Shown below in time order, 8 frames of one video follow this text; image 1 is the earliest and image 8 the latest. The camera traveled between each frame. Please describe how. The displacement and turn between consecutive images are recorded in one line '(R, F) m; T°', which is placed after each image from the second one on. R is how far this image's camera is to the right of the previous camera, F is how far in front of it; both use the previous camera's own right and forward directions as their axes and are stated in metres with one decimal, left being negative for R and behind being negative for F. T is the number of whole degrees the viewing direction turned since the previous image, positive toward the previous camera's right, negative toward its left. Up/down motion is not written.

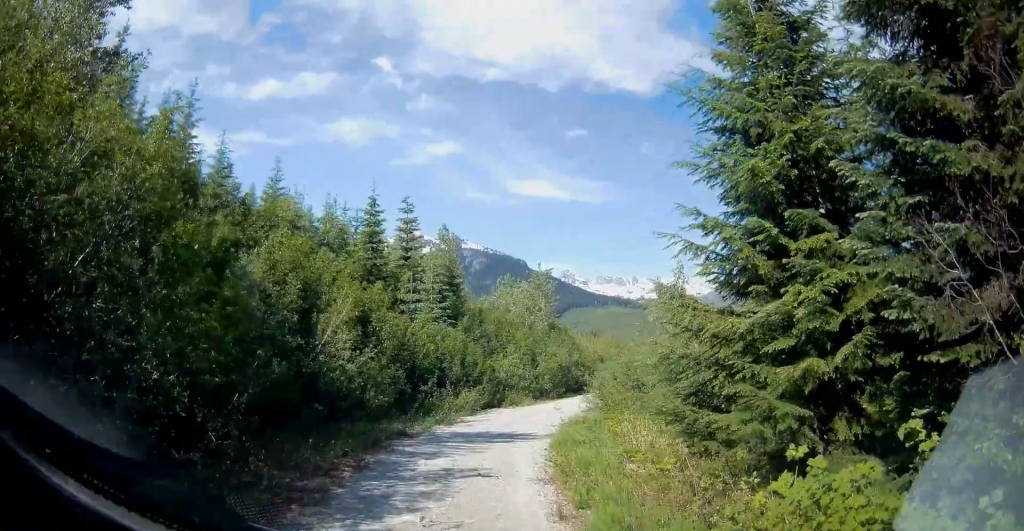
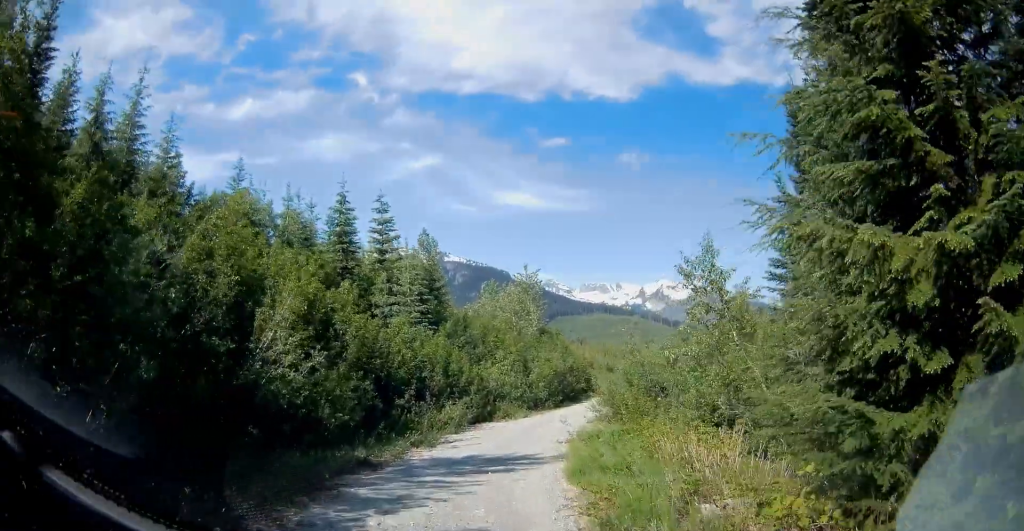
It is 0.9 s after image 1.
(0.0, +3.5) m; +4°
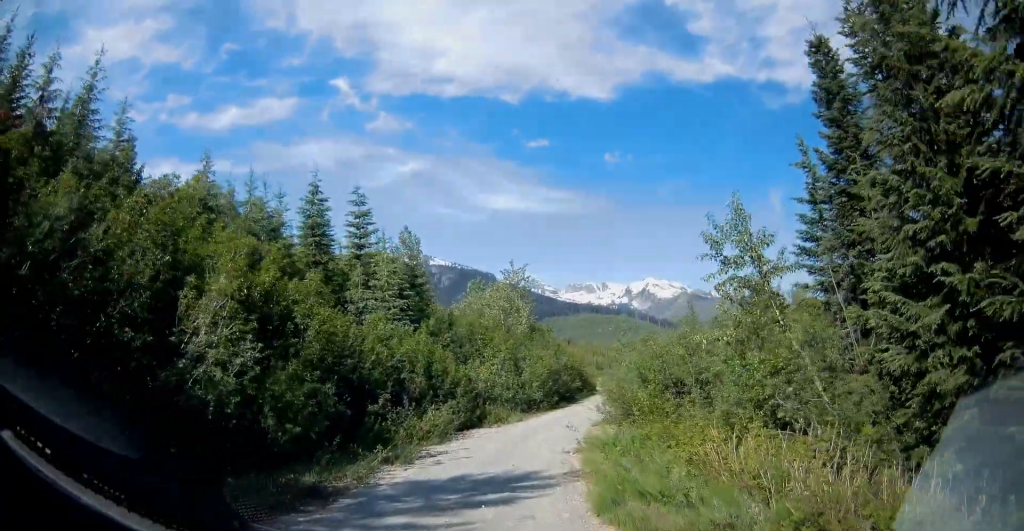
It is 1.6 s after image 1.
(+0.5, +2.6) m; -1°
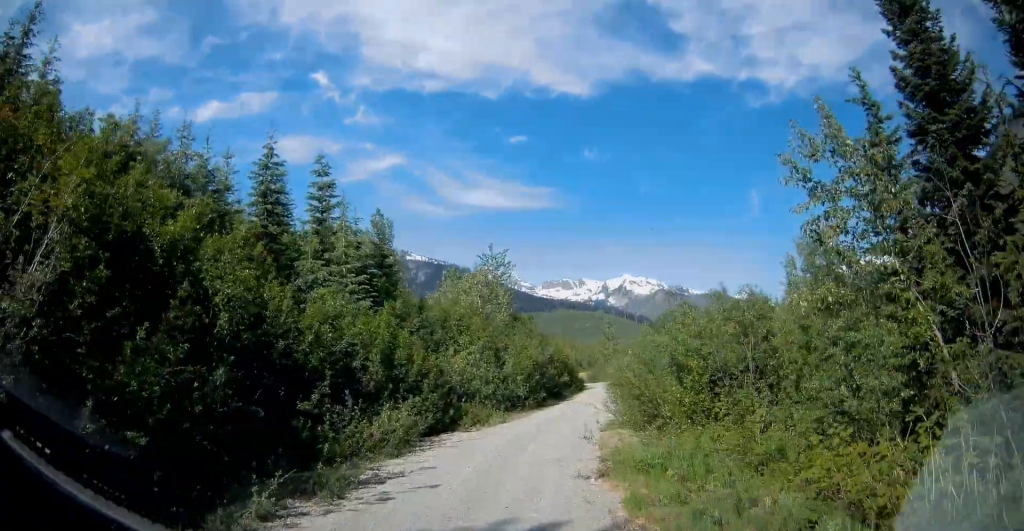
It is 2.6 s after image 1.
(-0.7, +4.4) m; -1°
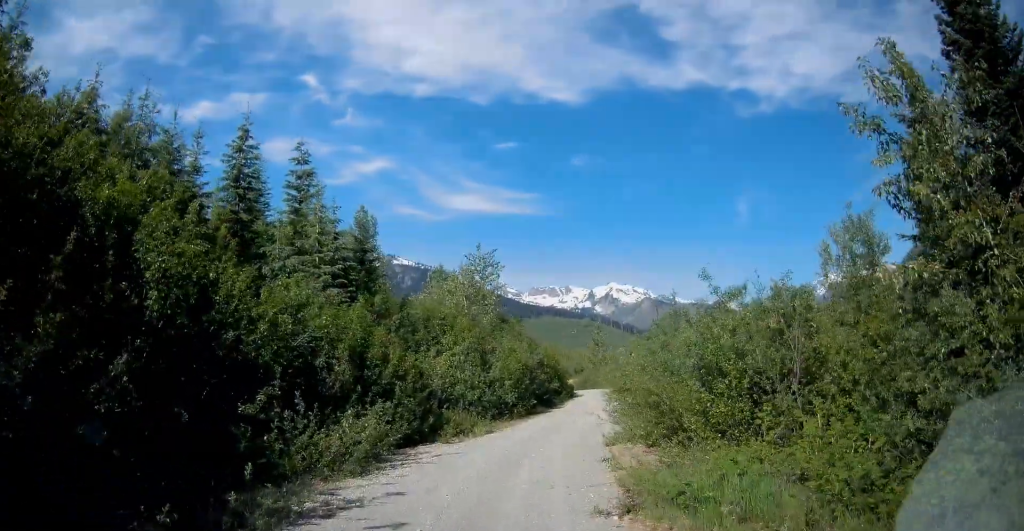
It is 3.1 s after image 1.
(+0.3, +2.3) m; +4°
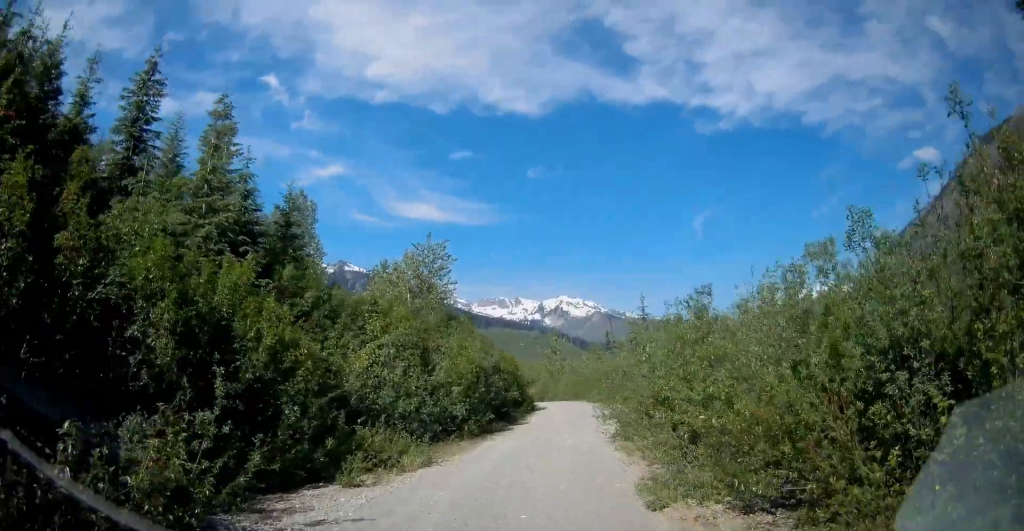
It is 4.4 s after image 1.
(+0.5, +6.4) m; +5°
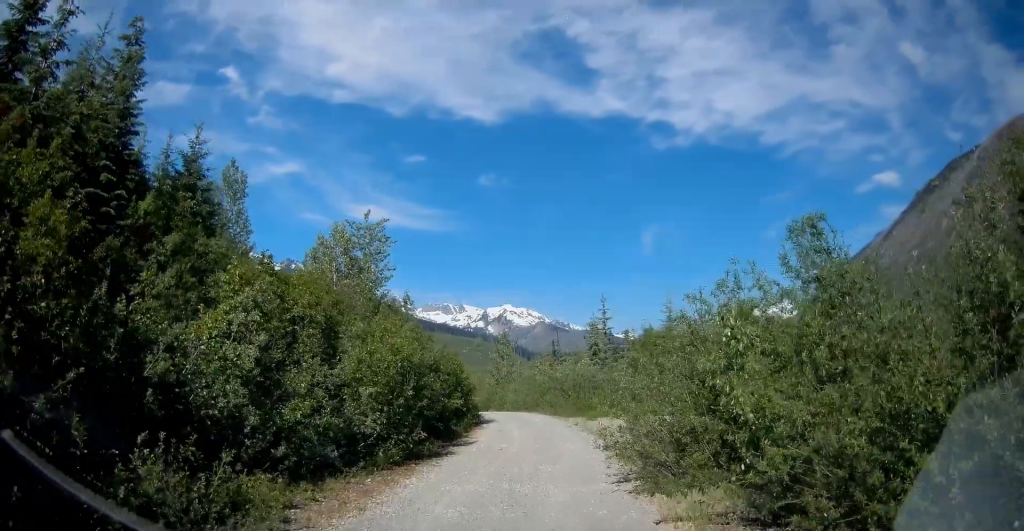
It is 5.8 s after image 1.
(+0.1, +6.6) m; +5°
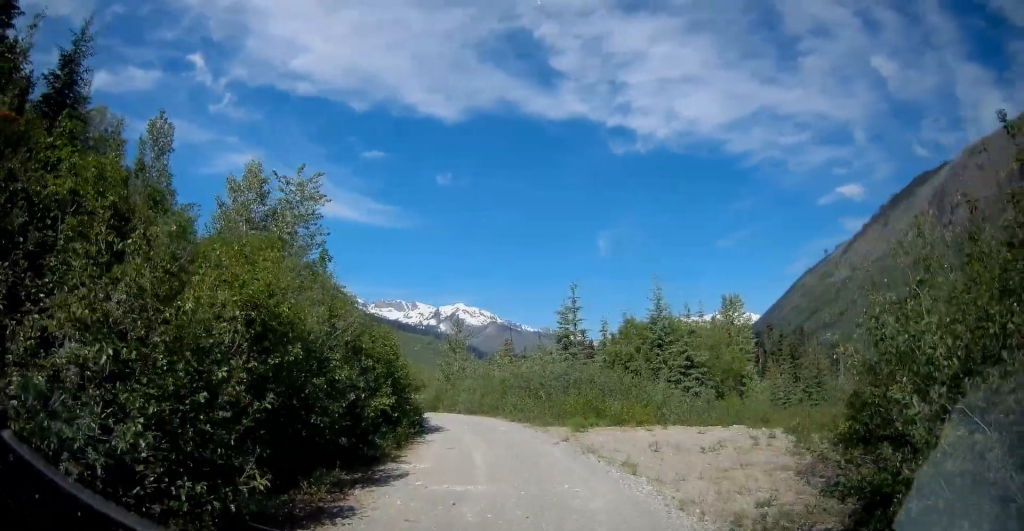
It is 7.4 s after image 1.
(+0.6, +8.0) m; +9°
